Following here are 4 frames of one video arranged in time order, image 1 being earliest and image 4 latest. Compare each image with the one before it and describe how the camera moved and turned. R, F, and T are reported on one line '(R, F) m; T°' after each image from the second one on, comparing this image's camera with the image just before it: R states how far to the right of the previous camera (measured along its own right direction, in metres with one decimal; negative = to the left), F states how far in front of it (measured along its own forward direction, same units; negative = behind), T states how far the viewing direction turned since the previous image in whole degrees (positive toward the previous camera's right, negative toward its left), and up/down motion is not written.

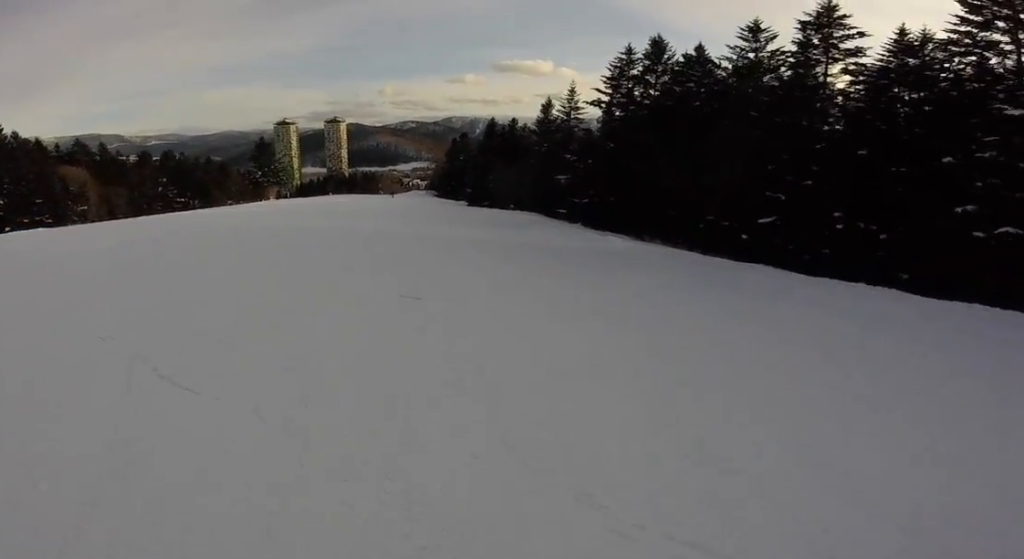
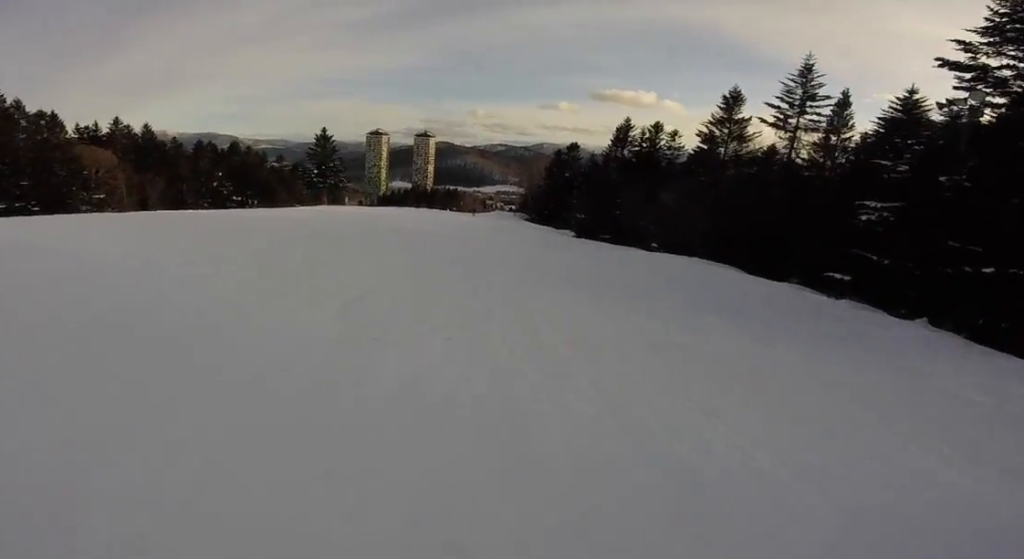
(+0.9, +16.8) m; -2°
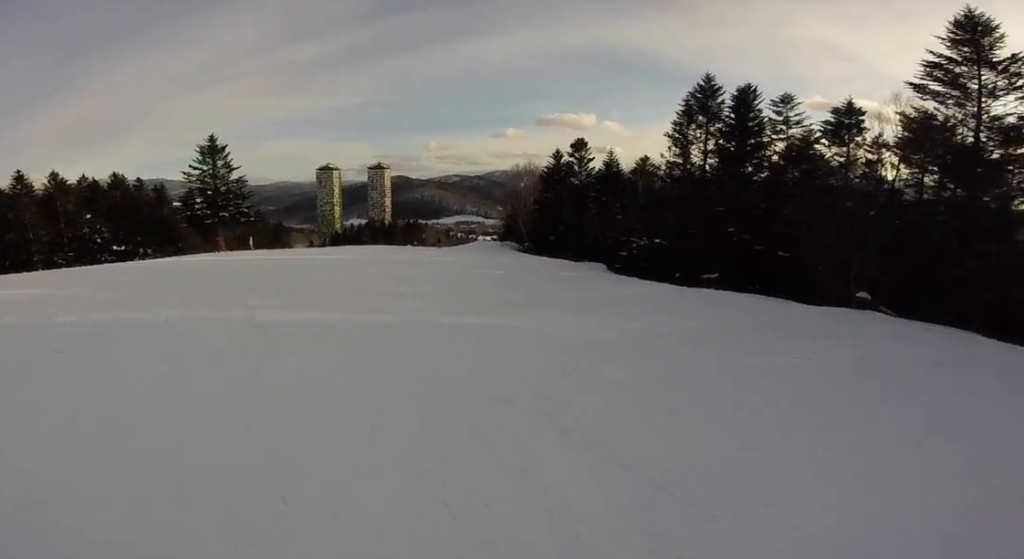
(-0.1, +25.4) m; +1°
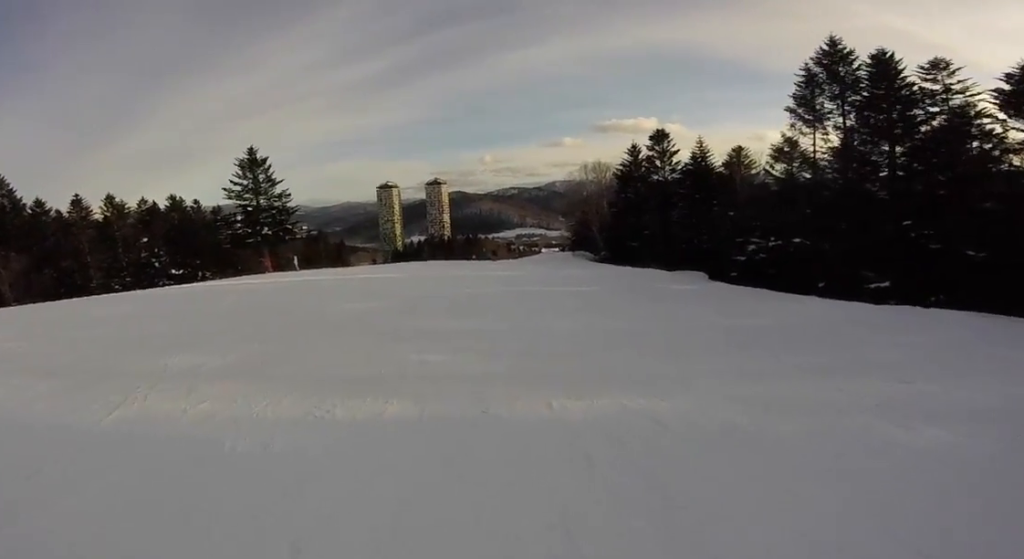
(+0.5, +6.3) m; -1°
